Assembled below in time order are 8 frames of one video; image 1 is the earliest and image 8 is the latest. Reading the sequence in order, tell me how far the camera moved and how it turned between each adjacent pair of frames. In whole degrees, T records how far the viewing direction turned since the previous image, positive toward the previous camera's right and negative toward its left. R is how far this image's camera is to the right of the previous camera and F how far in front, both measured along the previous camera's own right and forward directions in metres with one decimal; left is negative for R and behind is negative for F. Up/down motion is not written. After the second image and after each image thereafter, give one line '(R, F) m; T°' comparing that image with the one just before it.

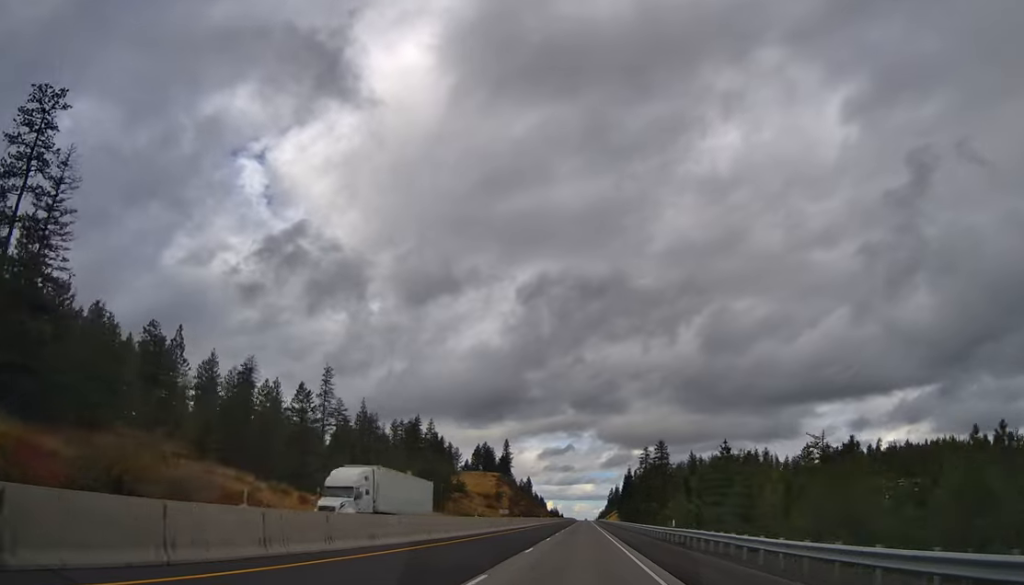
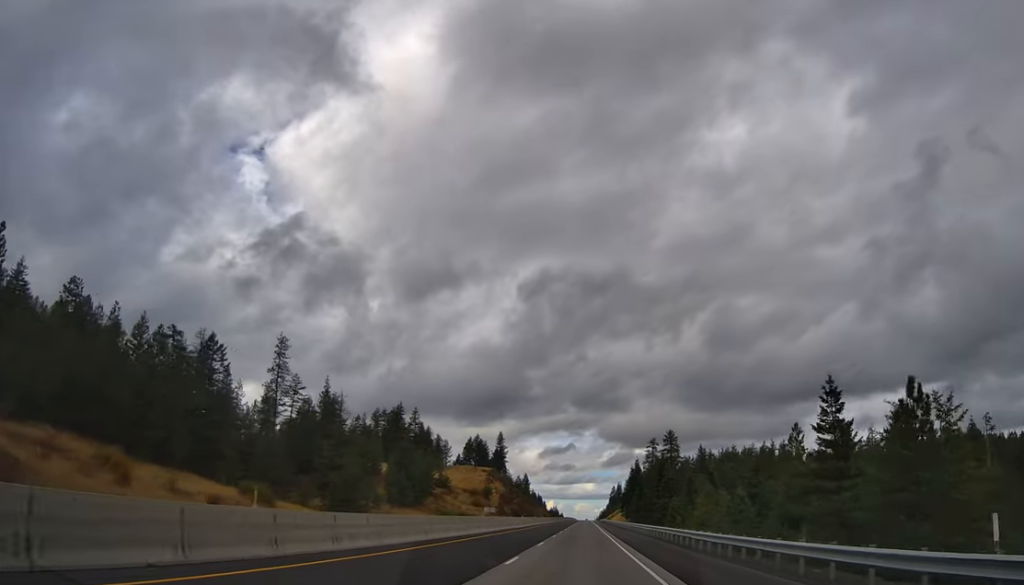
(+0.8, +30.1) m; +1°
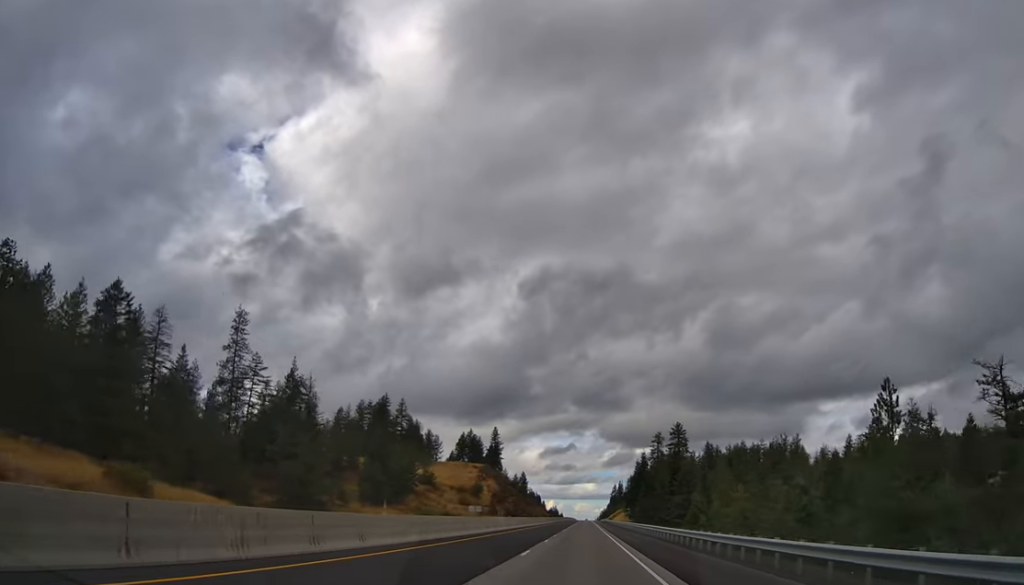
(-0.1, +20.8) m; -1°
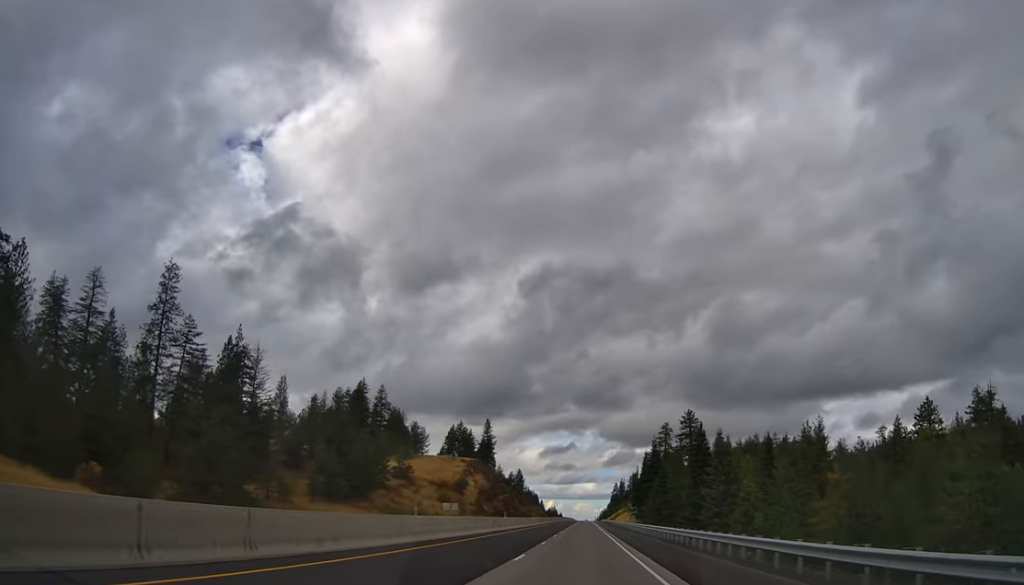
(-0.3, +26.6) m; -1°
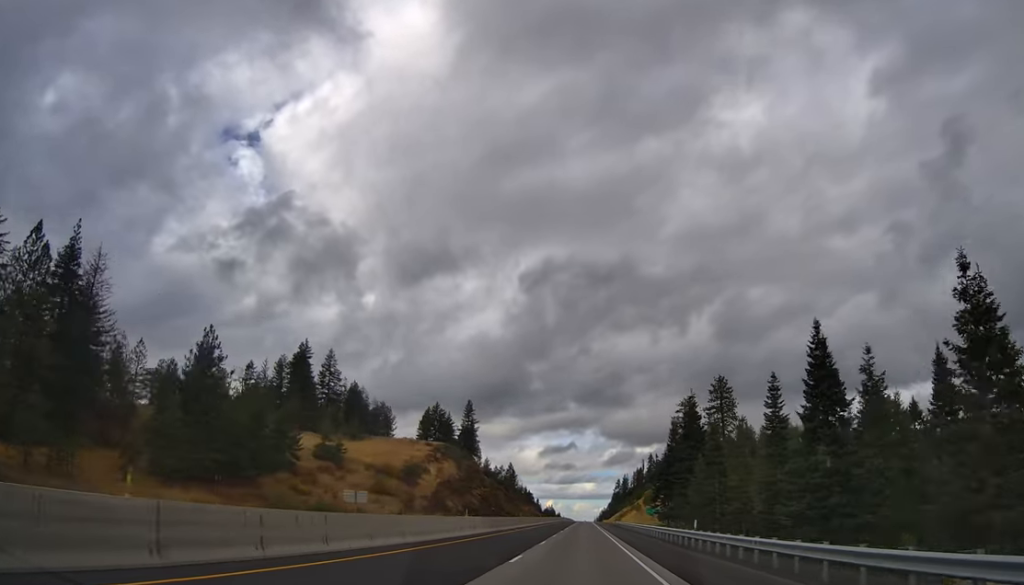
(-0.1, +49.7) m; 0°
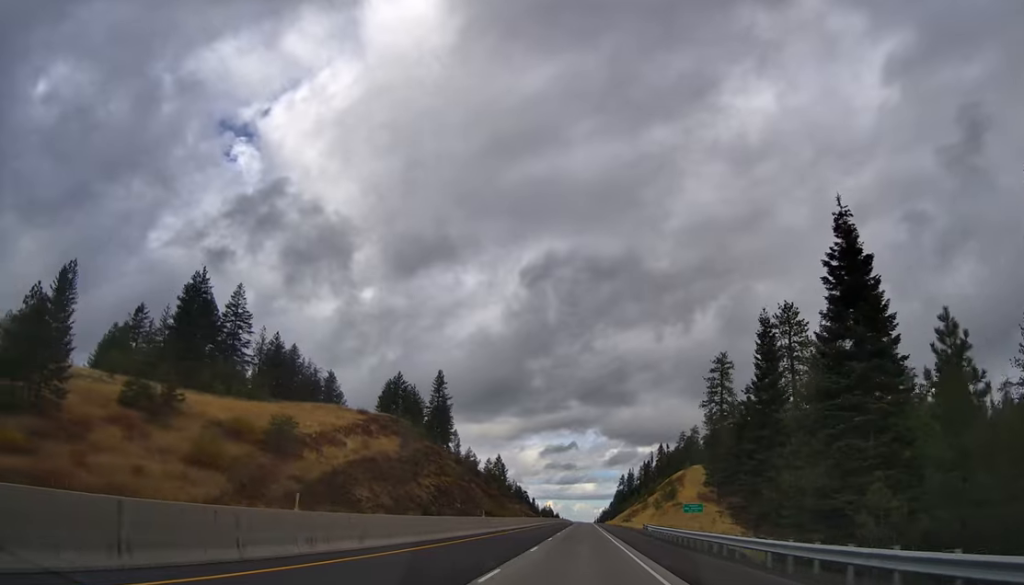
(+0.5, +55.0) m; +1°
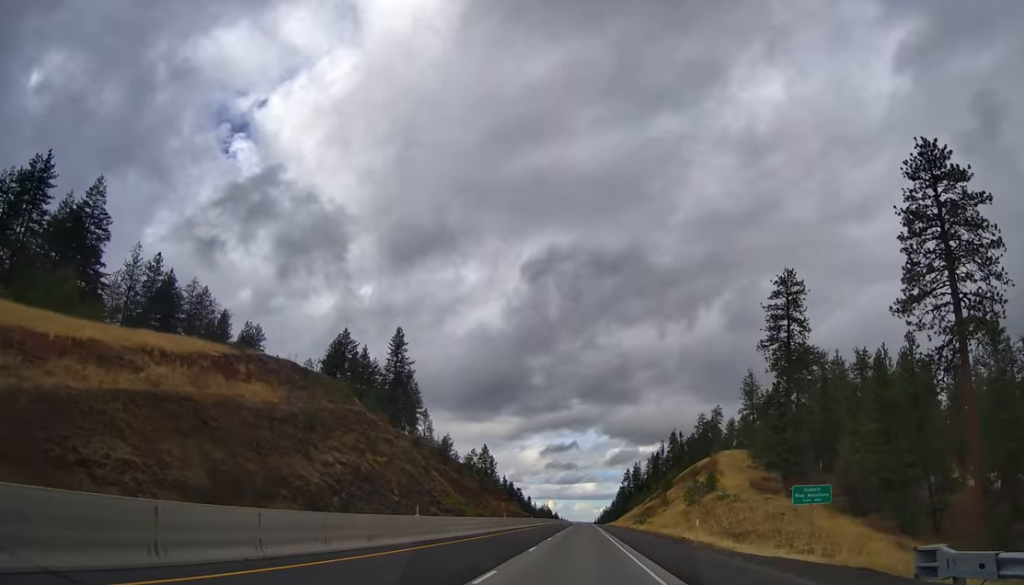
(-0.5, +48.6) m; -1°
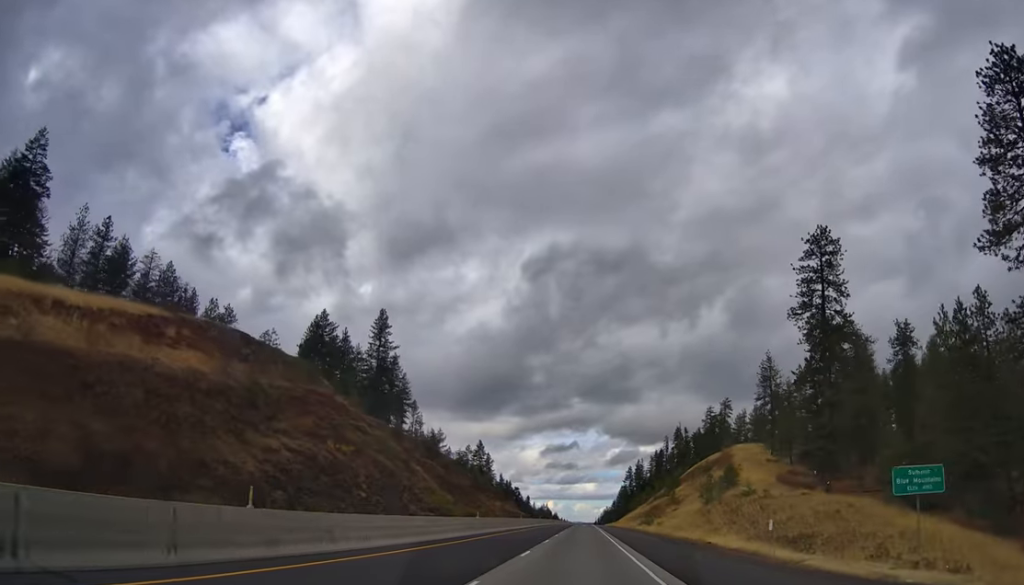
(-0.3, +14.7) m; 0°
